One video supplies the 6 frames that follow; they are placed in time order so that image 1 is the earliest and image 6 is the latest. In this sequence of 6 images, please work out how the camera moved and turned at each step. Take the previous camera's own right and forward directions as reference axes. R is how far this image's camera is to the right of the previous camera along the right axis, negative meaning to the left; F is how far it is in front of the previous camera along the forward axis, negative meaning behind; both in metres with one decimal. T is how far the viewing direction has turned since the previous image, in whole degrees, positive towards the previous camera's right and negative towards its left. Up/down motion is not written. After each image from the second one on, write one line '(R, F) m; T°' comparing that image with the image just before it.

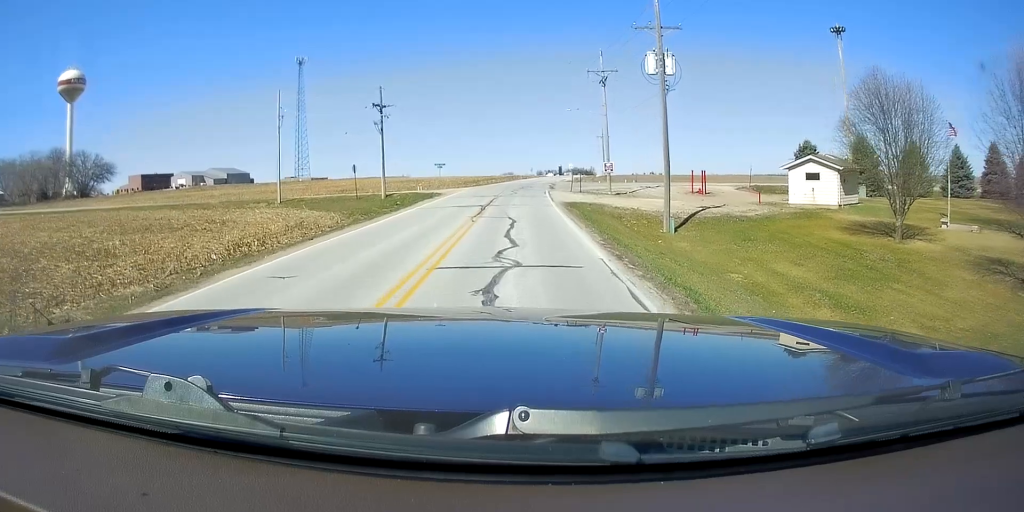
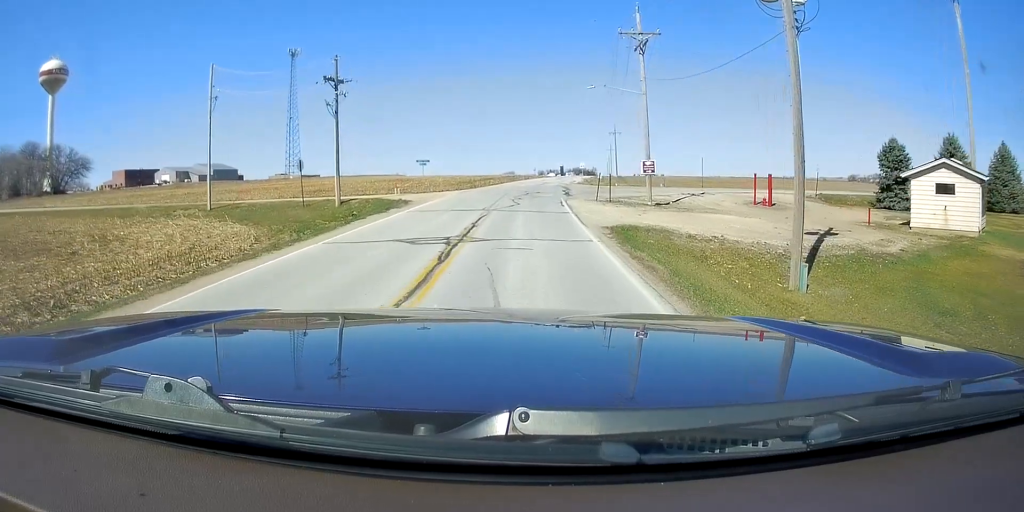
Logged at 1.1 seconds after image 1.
(0.0, +13.9) m; +1°
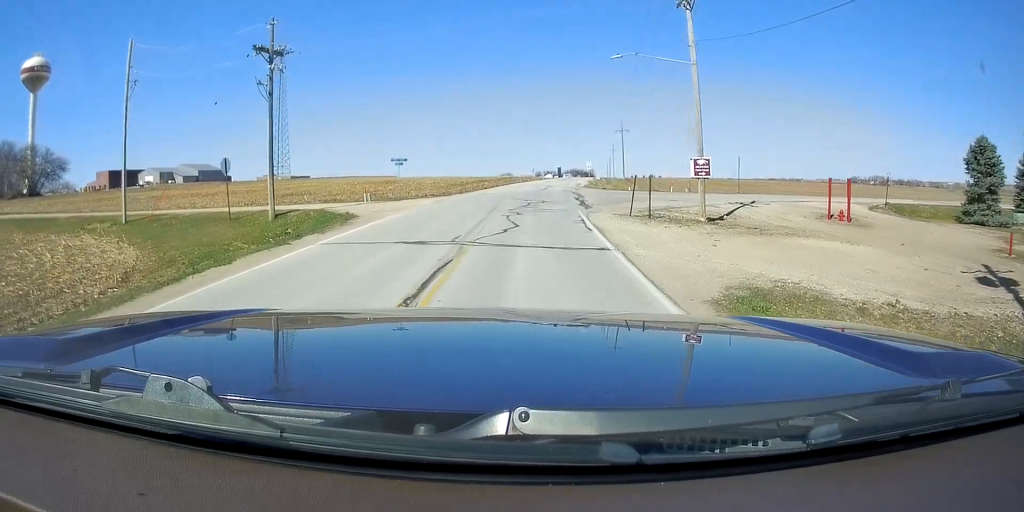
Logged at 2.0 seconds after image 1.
(+0.2, +10.2) m; +1°
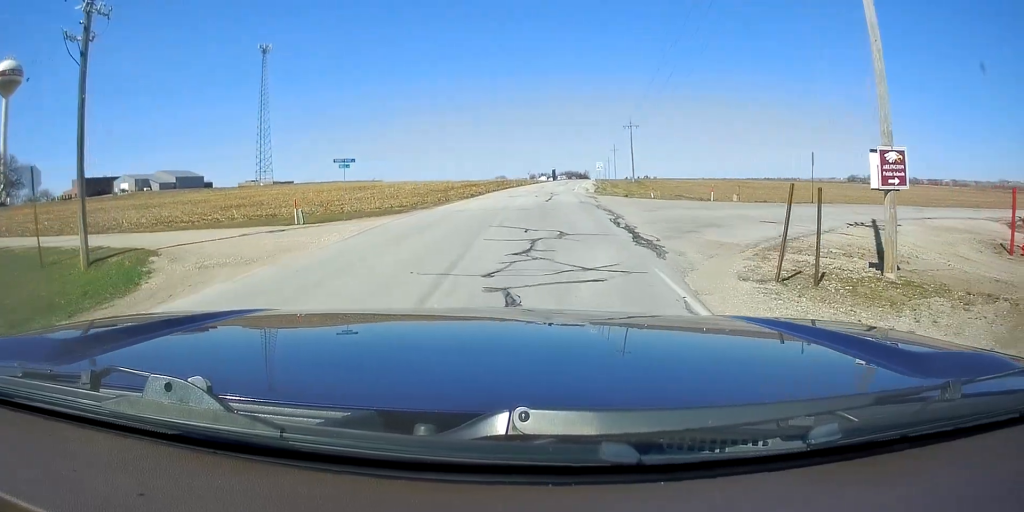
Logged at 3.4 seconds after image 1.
(-0.4, +13.2) m; +1°
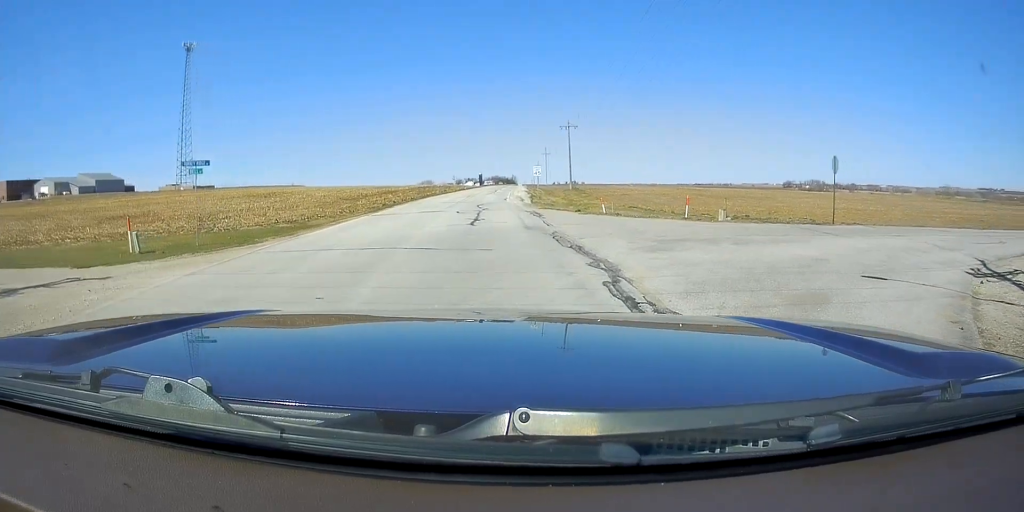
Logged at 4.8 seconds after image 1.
(+1.0, +10.0) m; +12°
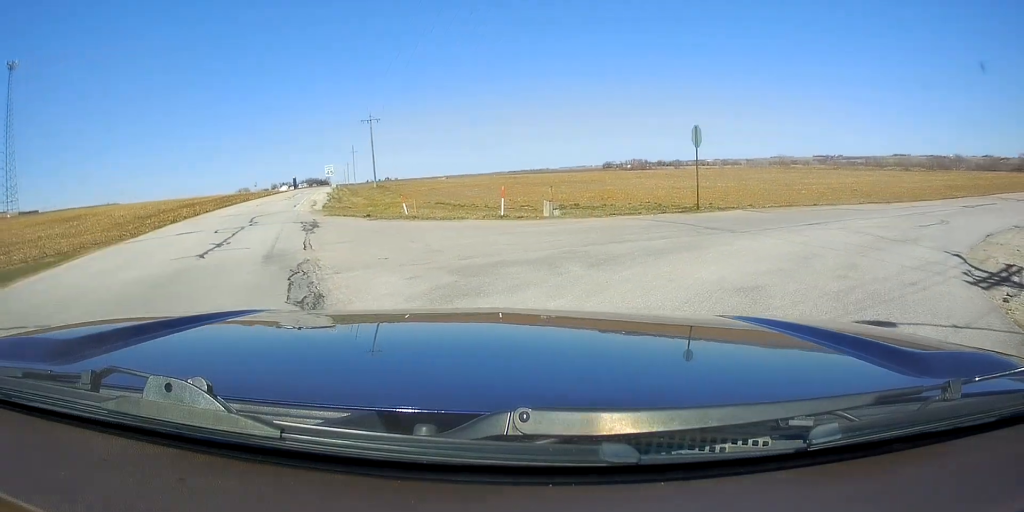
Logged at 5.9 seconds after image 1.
(+0.6, +5.8) m; +23°
